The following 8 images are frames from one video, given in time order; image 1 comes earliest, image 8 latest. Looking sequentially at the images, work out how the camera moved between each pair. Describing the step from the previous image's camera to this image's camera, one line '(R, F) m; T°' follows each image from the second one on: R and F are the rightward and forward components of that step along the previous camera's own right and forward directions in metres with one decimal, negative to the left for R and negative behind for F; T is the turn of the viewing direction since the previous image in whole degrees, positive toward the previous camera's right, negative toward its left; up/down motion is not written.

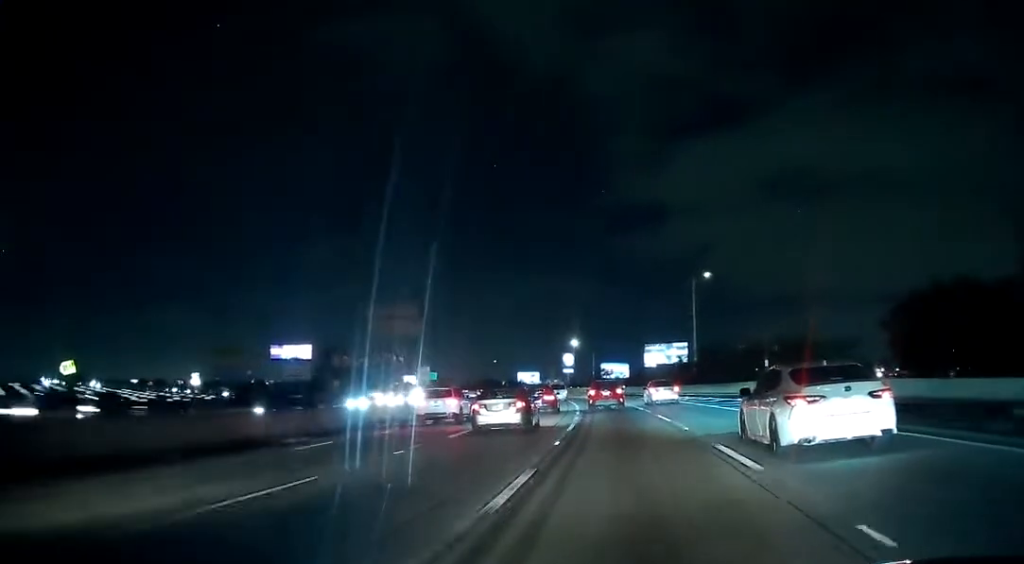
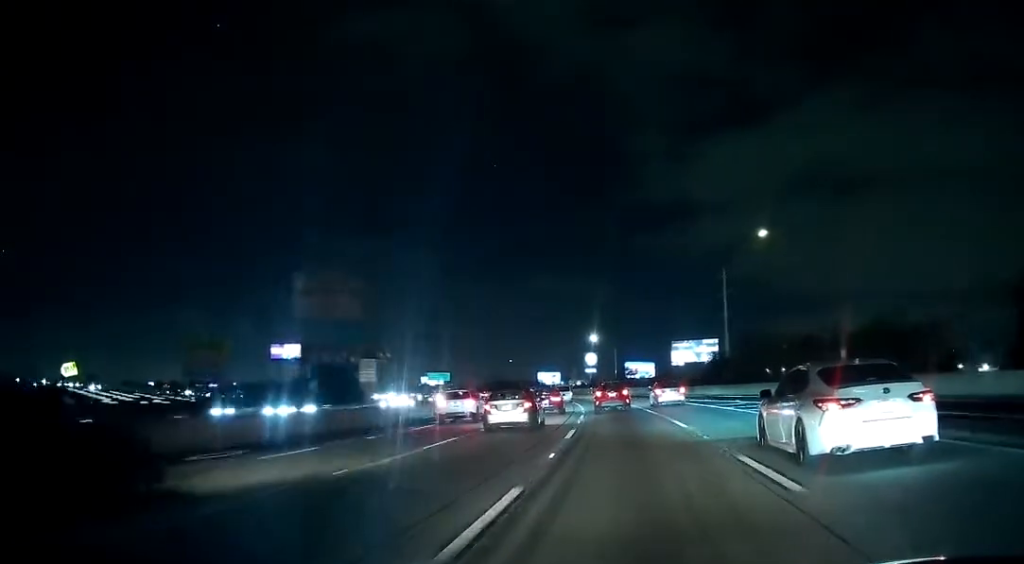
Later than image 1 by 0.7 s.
(-0.2, +17.2) m; -1°
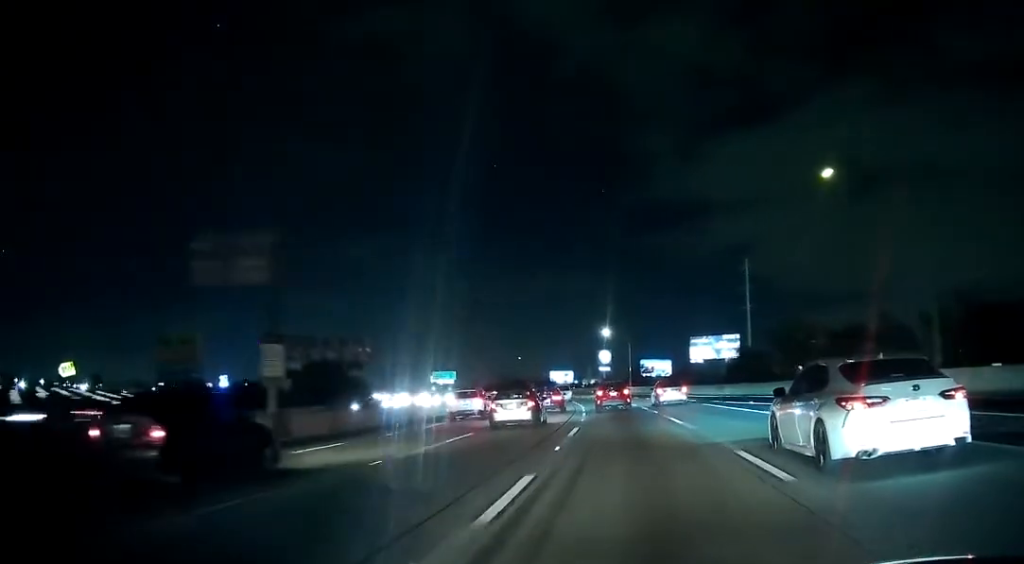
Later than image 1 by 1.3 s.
(+0.1, +12.5) m; -1°
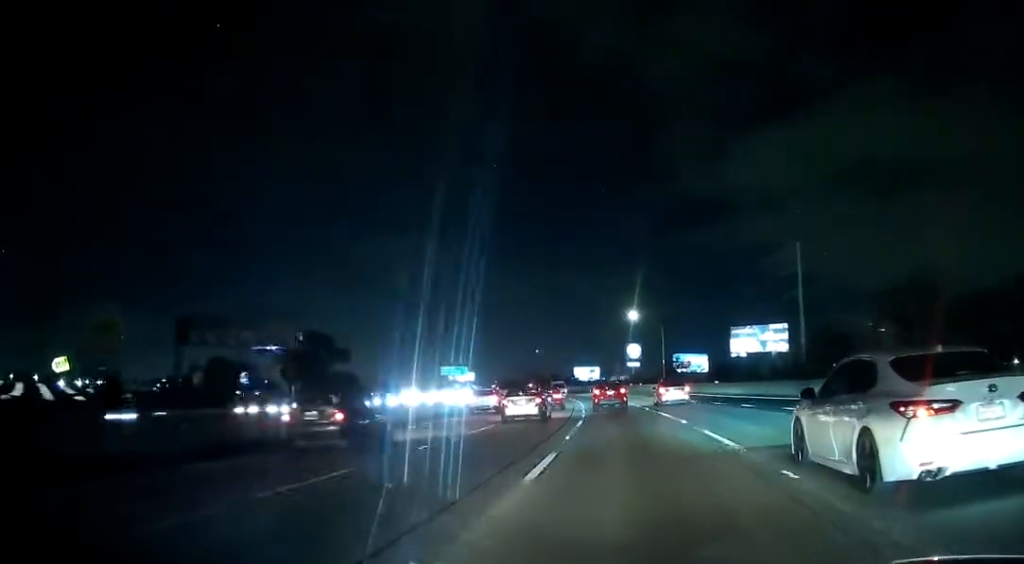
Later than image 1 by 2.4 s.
(-0.7, +25.7) m; -4°
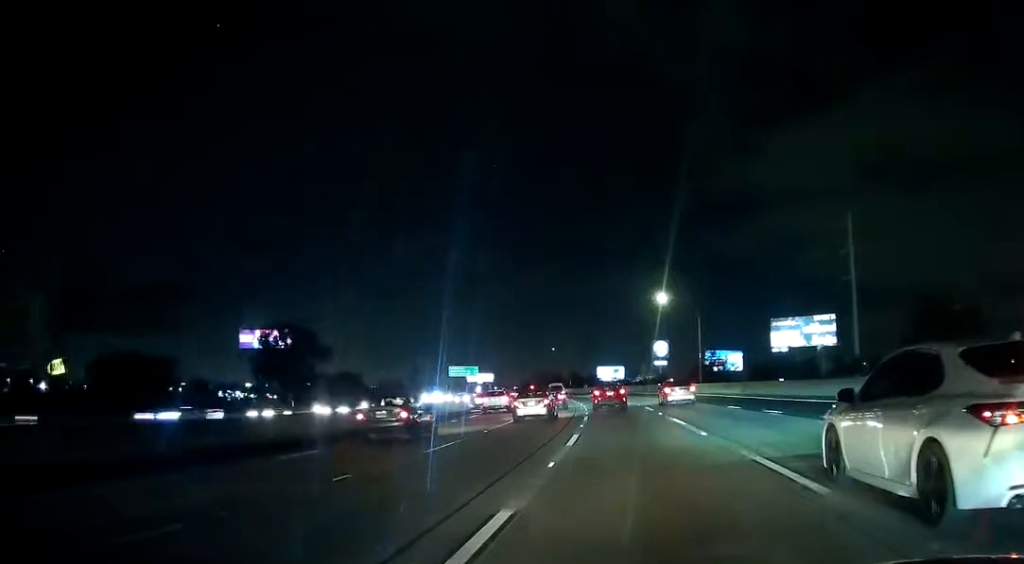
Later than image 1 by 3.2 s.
(-0.6, +20.2) m; -3°
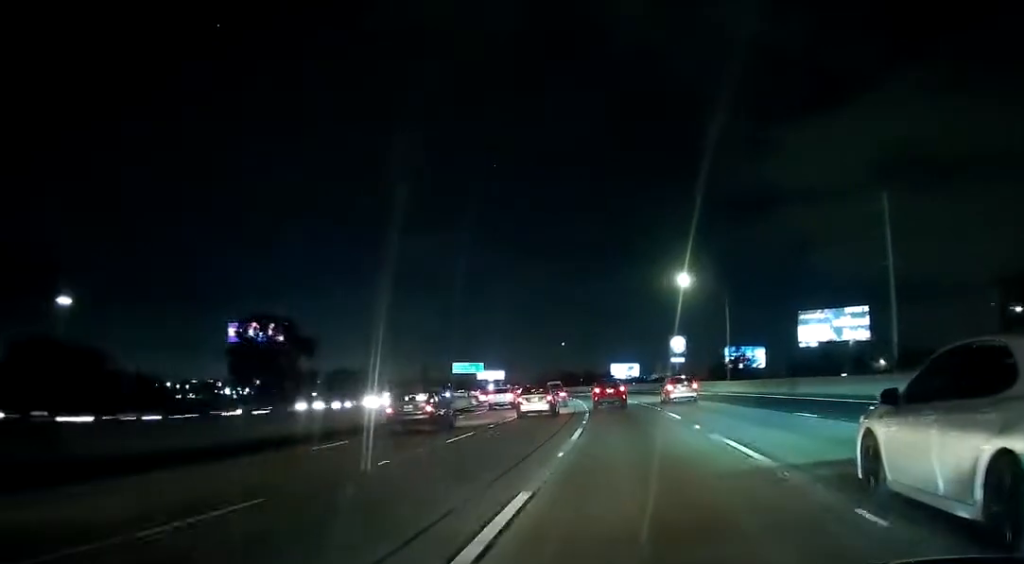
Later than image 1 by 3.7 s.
(-0.3, +11.6) m; -1°
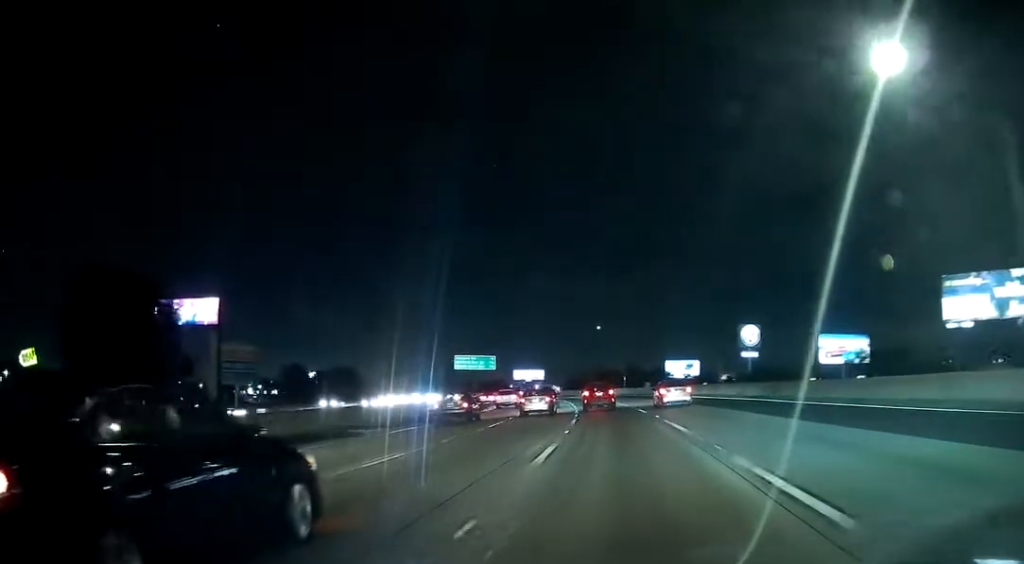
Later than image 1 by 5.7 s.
(-0.6, +46.0) m; -1°
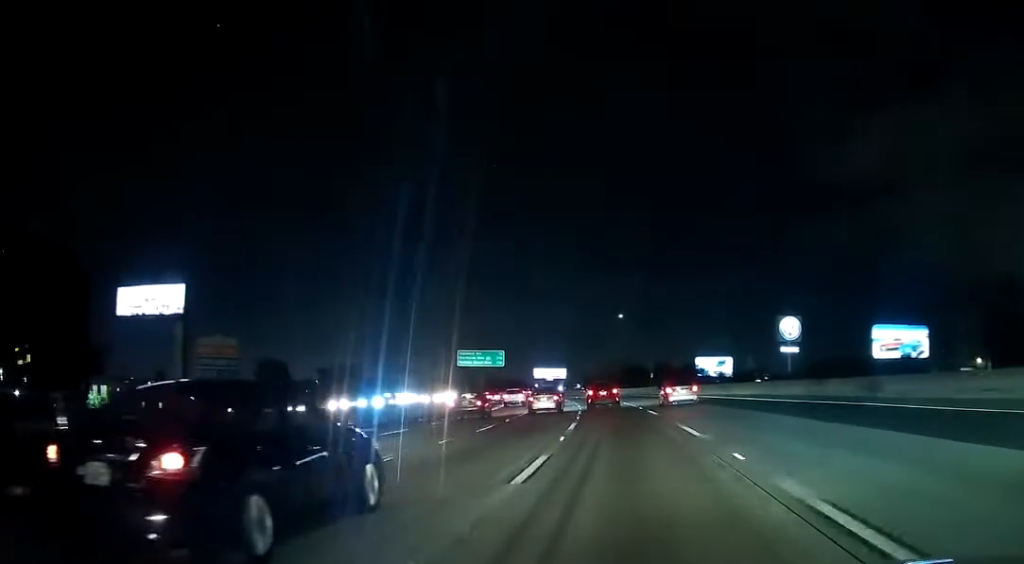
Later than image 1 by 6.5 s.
(0.0, +16.4) m; -2°
